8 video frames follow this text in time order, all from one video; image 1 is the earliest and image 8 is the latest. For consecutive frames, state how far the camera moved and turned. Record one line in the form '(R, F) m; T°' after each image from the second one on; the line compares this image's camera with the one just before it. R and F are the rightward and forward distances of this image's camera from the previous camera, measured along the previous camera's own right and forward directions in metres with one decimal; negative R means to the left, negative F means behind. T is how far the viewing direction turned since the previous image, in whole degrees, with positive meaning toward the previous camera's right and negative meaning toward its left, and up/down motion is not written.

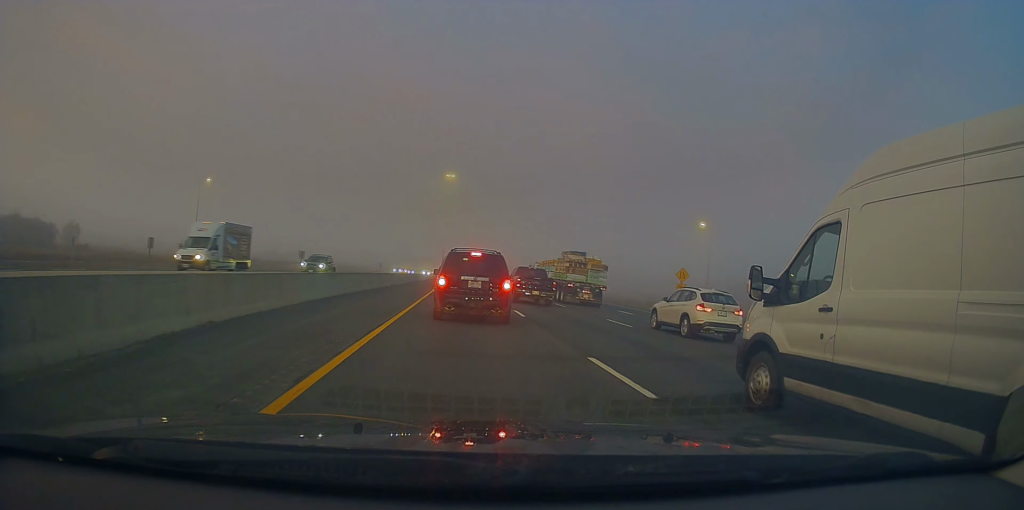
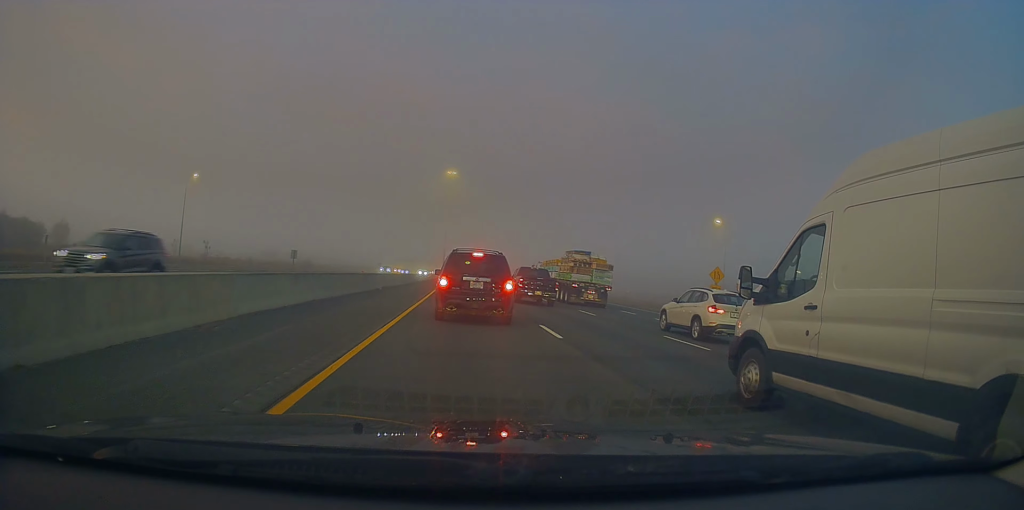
(-0.3, +6.2) m; +1°
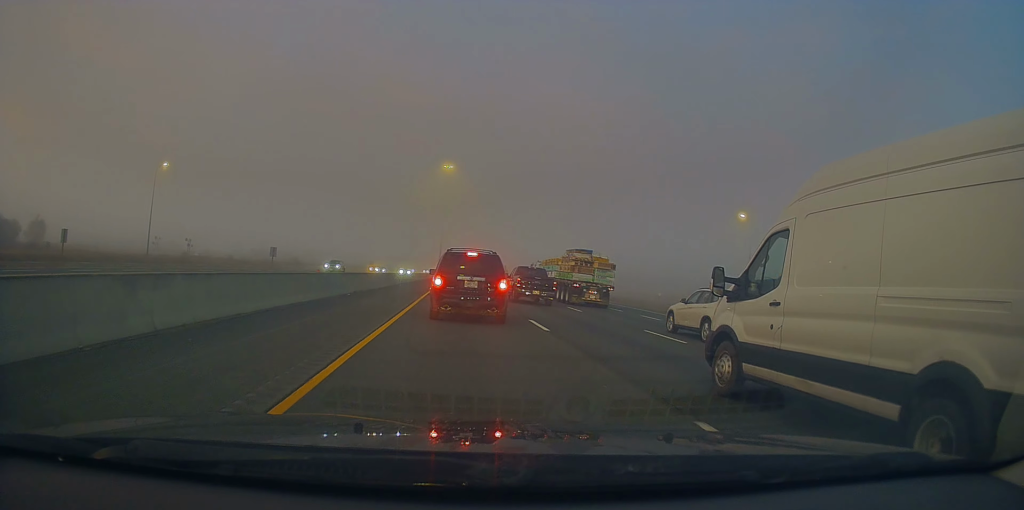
(+0.8, +10.6) m; +2°
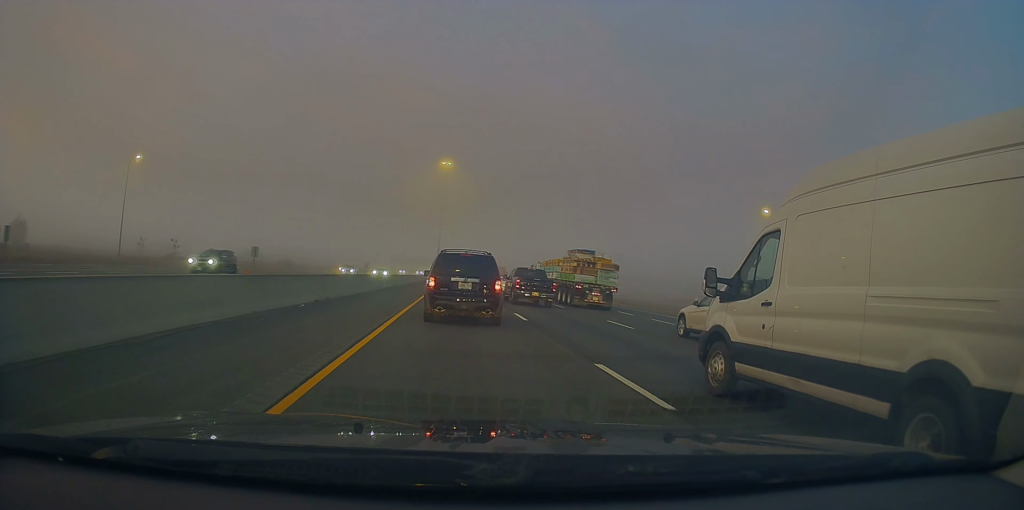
(-0.3, +8.1) m; -3°
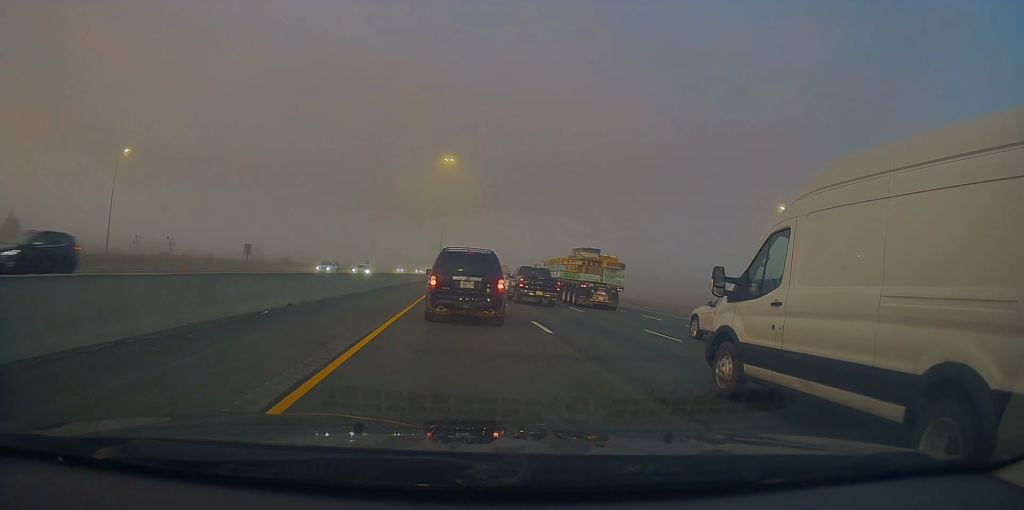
(-0.4, +3.9) m; 0°
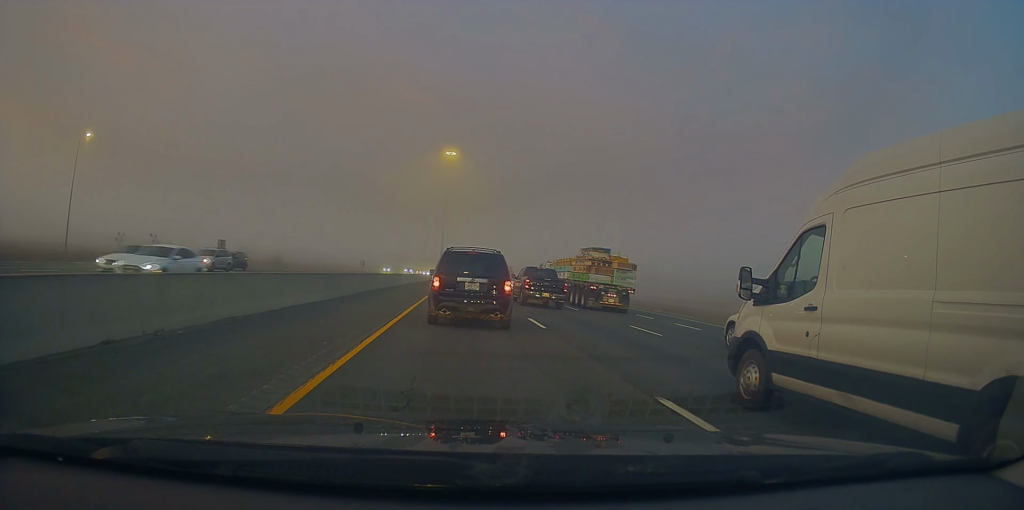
(+0.6, +10.0) m; +3°
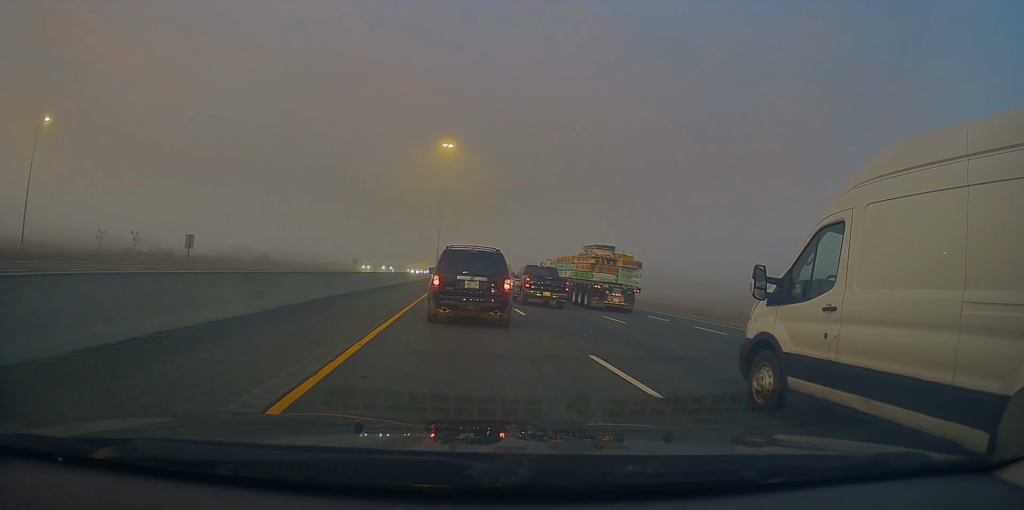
(-0.2, +8.4) m; -1°
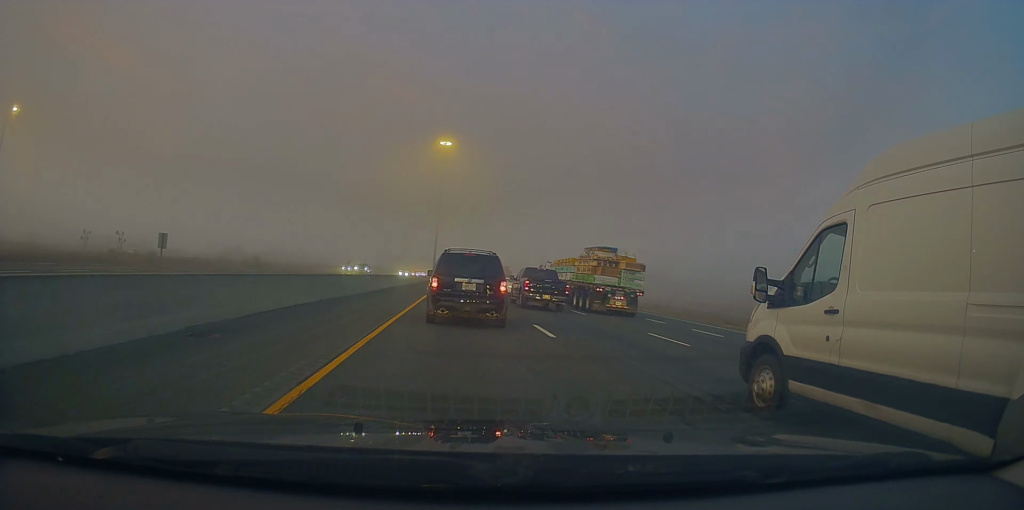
(0.0, +6.0) m; 0°
